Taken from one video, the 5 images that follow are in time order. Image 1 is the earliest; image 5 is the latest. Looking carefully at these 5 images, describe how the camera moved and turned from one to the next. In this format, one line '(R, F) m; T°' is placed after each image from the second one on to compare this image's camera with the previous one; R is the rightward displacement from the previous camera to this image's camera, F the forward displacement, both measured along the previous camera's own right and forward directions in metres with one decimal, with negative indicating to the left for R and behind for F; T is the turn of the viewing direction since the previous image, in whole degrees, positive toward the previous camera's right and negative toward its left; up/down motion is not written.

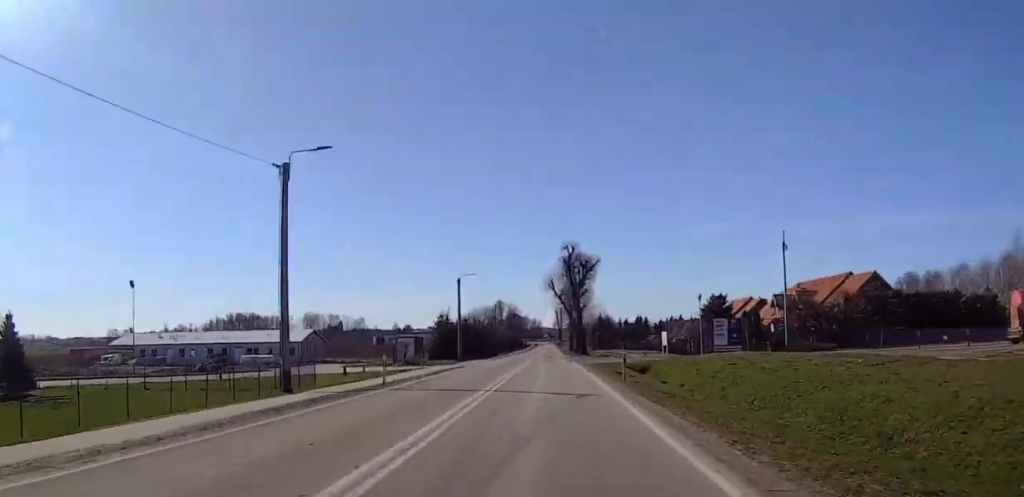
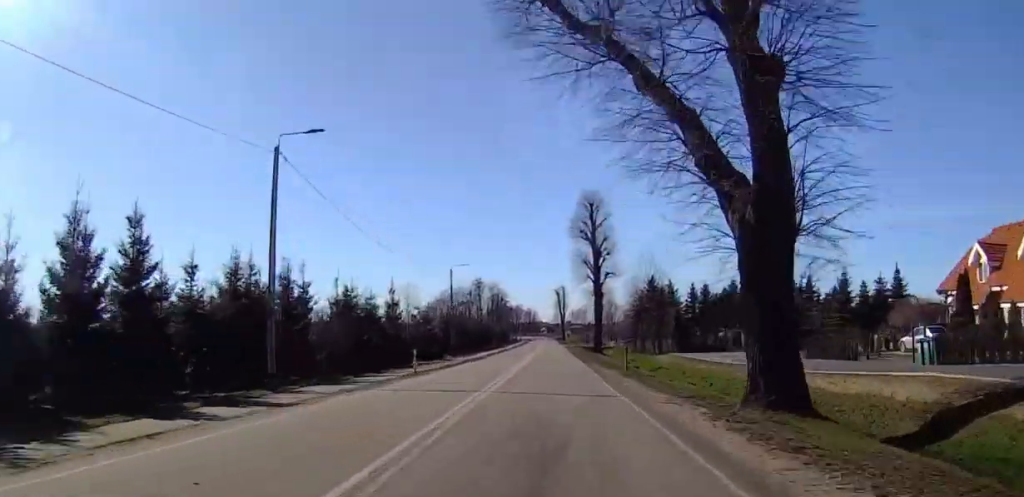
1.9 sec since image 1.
(+0.1, +87.9) m; -1°
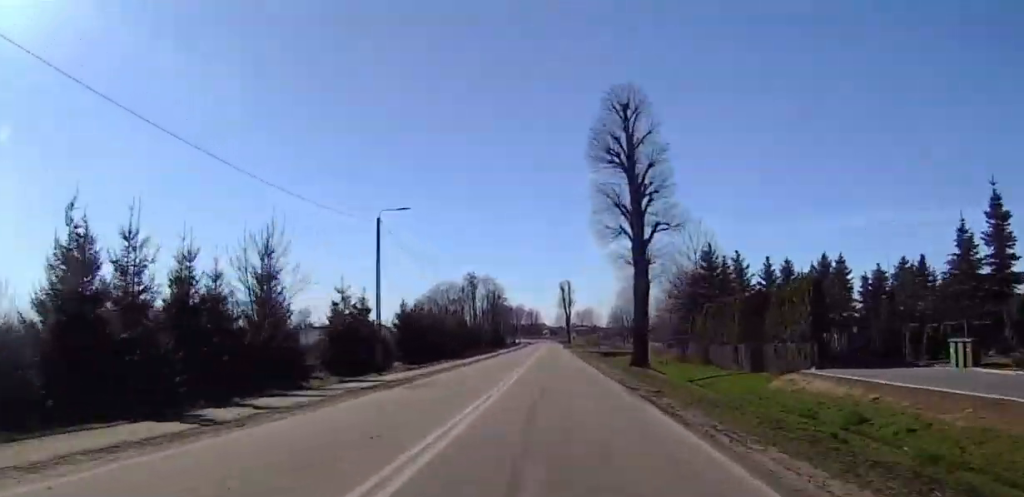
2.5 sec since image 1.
(-0.2, +30.2) m; 0°
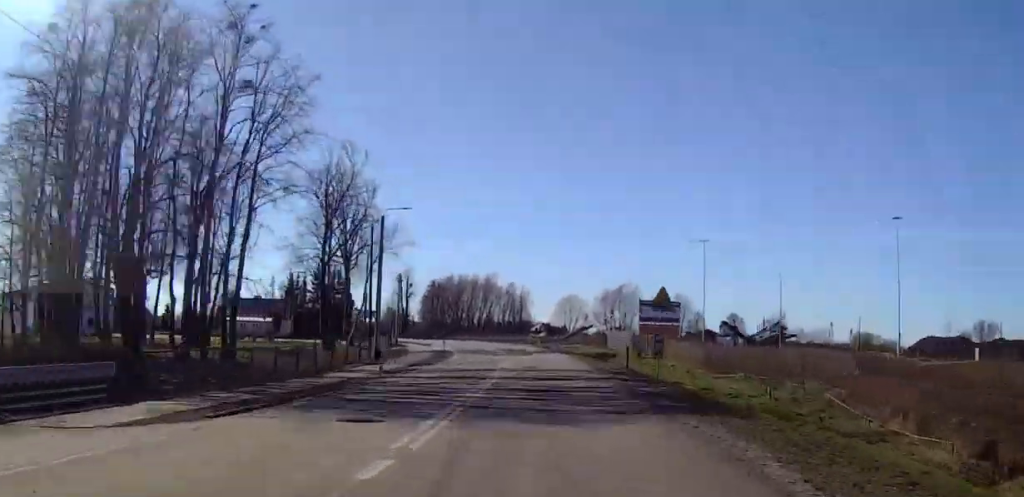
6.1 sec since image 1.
(-1.7, +180.8) m; -2°
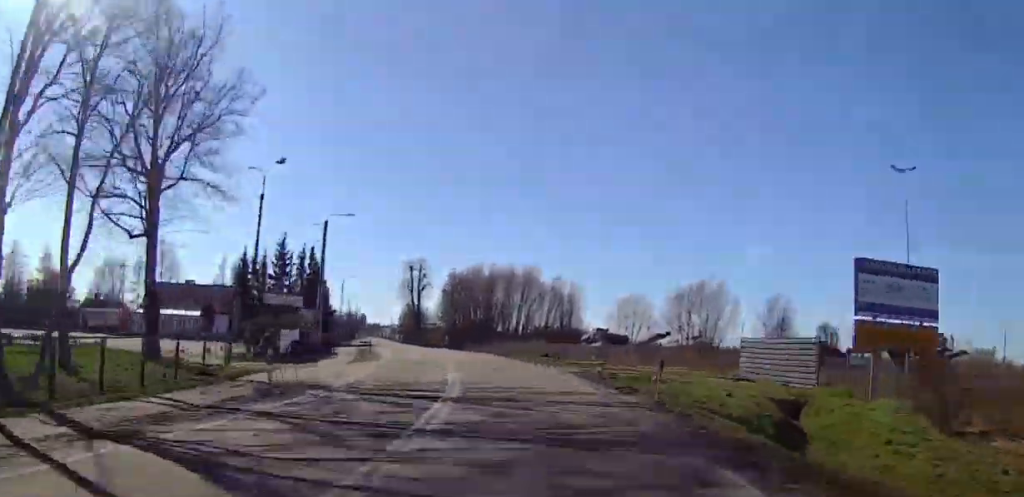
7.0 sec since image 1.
(0.0, +41.9) m; -5°
